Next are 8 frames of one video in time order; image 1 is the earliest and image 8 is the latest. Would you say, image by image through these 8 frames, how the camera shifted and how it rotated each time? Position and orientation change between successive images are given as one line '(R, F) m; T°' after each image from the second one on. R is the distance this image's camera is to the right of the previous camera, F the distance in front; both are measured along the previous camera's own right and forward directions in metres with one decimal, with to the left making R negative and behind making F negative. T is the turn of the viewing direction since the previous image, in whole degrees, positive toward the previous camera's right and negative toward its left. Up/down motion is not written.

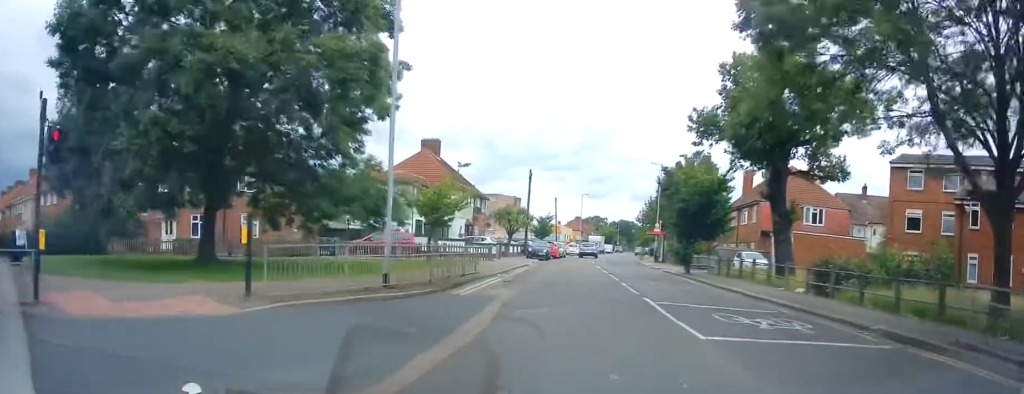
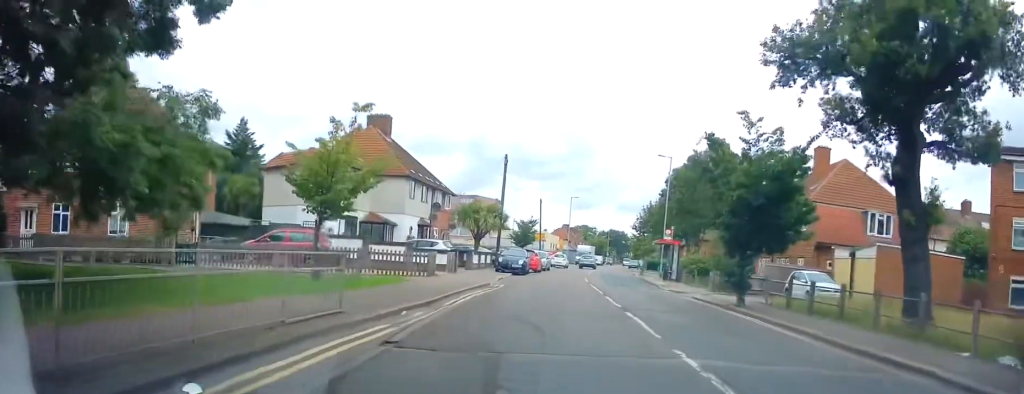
(-0.2, +11.9) m; -2°
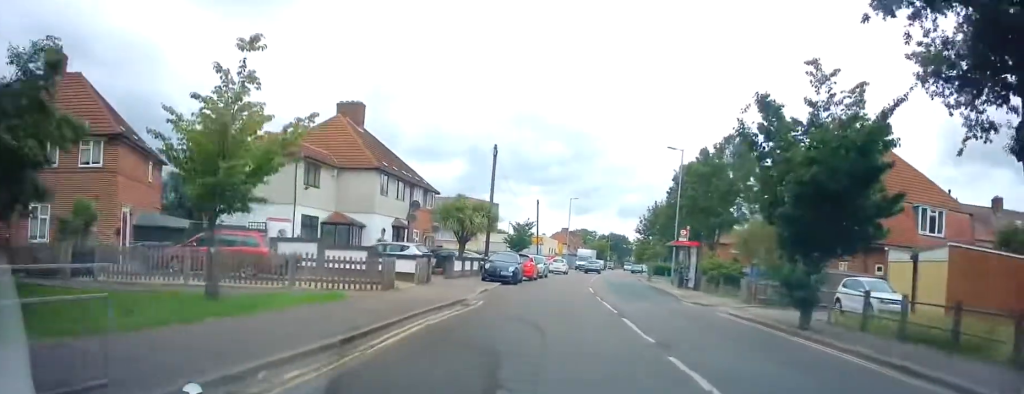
(-0.1, +5.3) m; +1°
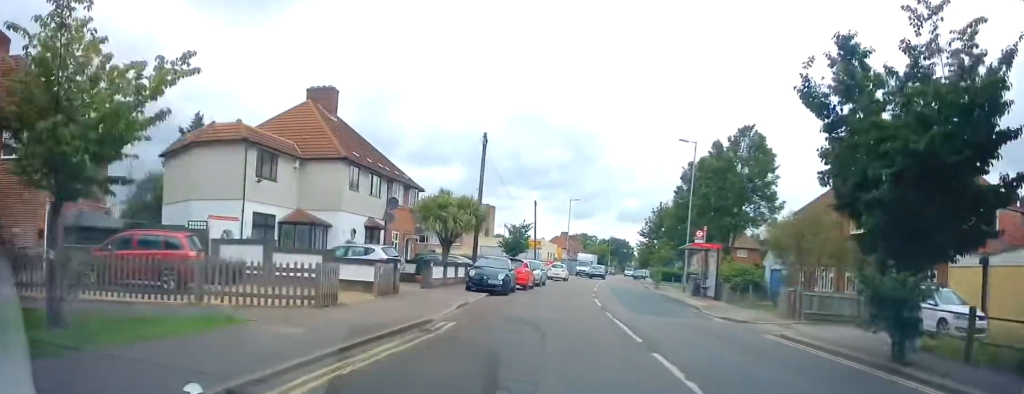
(+0.4, +4.4) m; +1°
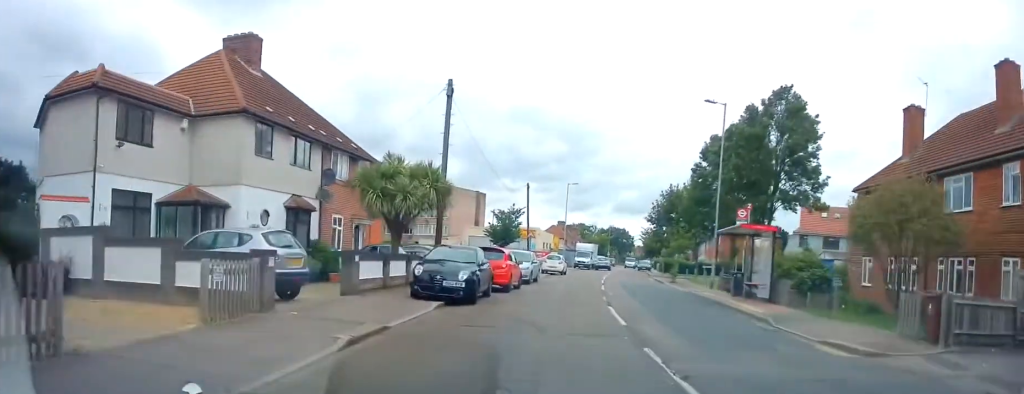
(-0.2, +8.0) m; 0°
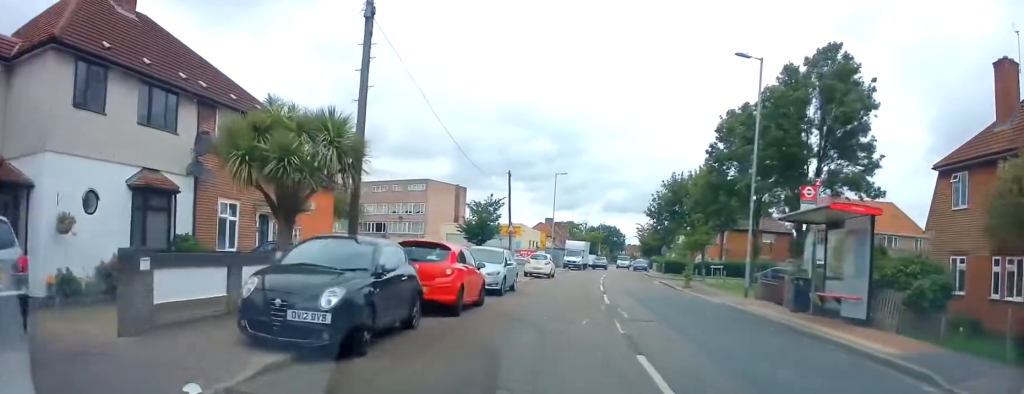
(+0.2, +7.8) m; +2°
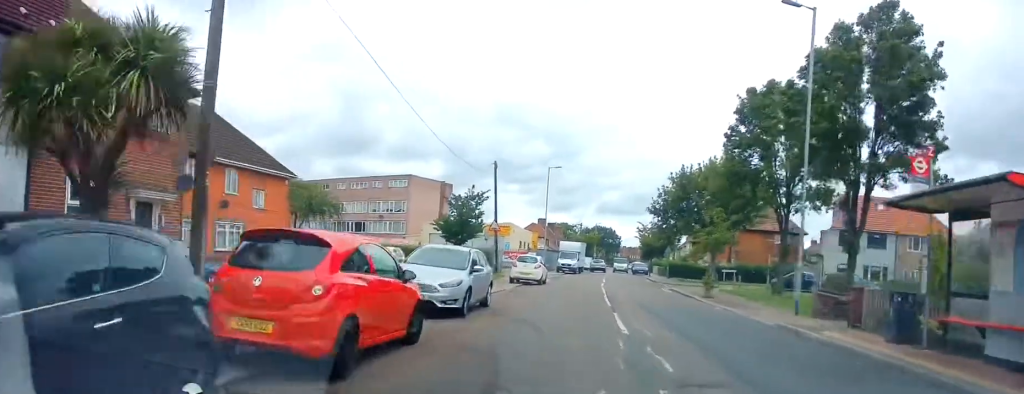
(+0.1, +6.1) m; +1°
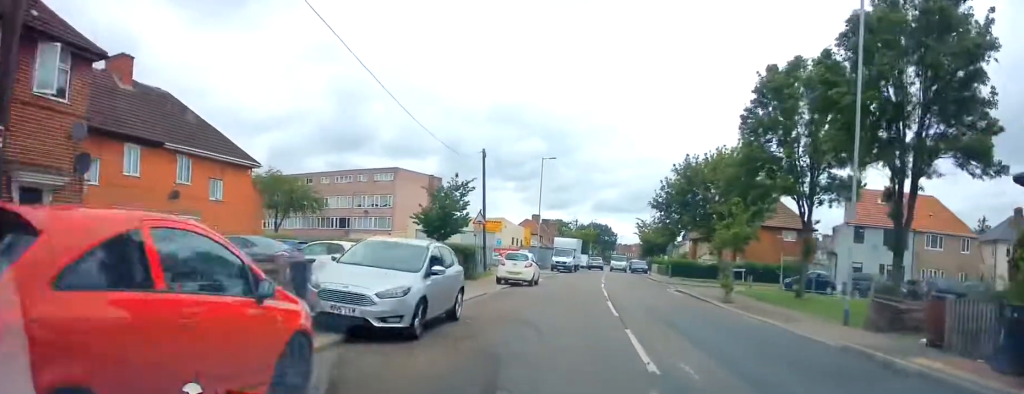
(0.0, +3.8) m; 0°
